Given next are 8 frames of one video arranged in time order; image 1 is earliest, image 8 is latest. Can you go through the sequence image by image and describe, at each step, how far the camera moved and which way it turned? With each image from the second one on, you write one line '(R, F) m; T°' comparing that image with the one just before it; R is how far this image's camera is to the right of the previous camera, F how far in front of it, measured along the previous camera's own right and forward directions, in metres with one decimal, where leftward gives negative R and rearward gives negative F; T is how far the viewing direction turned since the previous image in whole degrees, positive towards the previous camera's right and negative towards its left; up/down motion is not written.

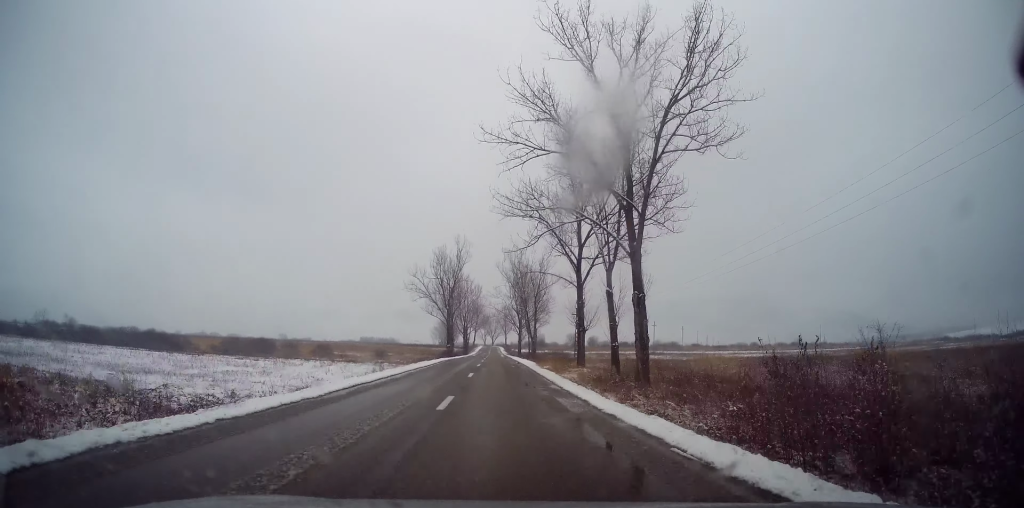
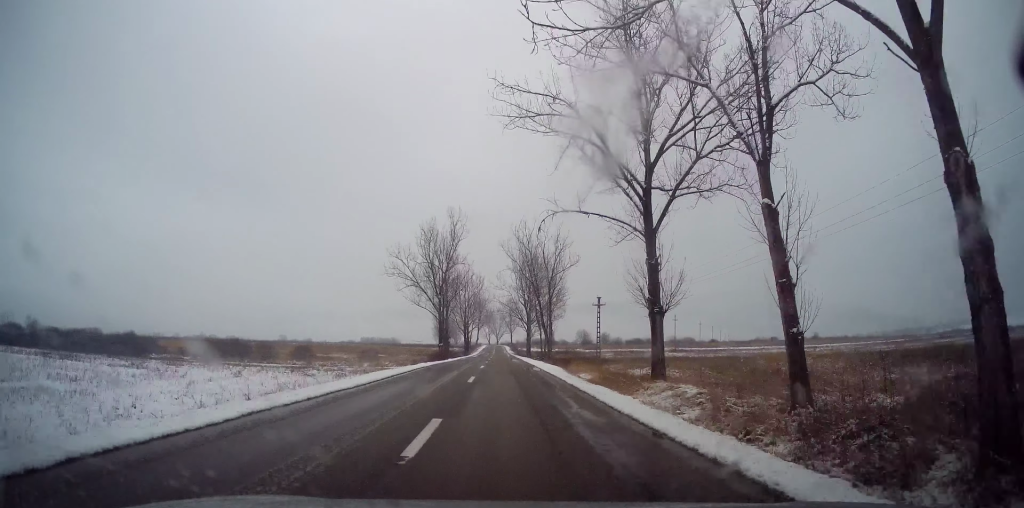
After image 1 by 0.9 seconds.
(0.0, +16.2) m; 0°
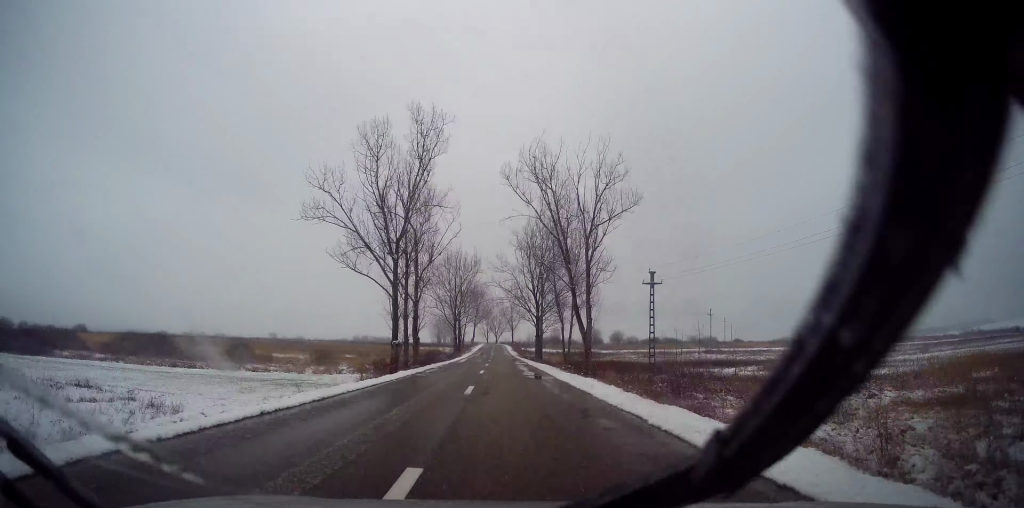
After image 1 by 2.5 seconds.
(0.0, +26.6) m; 0°
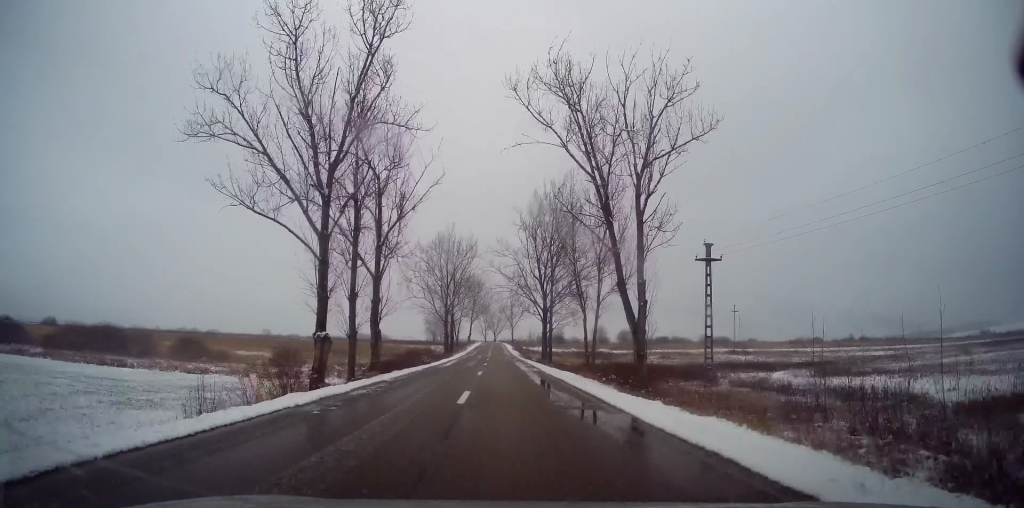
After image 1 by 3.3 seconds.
(0.0, +14.0) m; 0°
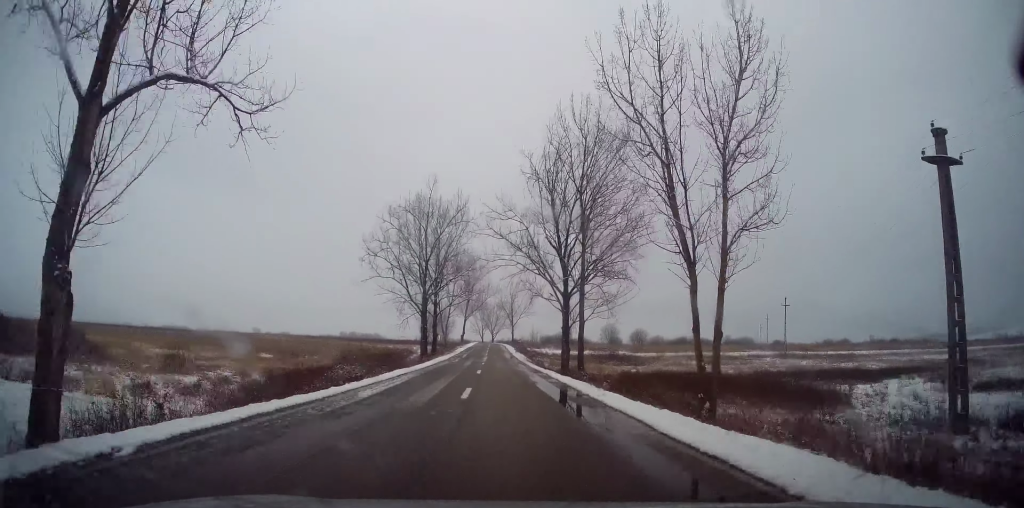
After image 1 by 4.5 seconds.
(0.0, +22.2) m; 0°
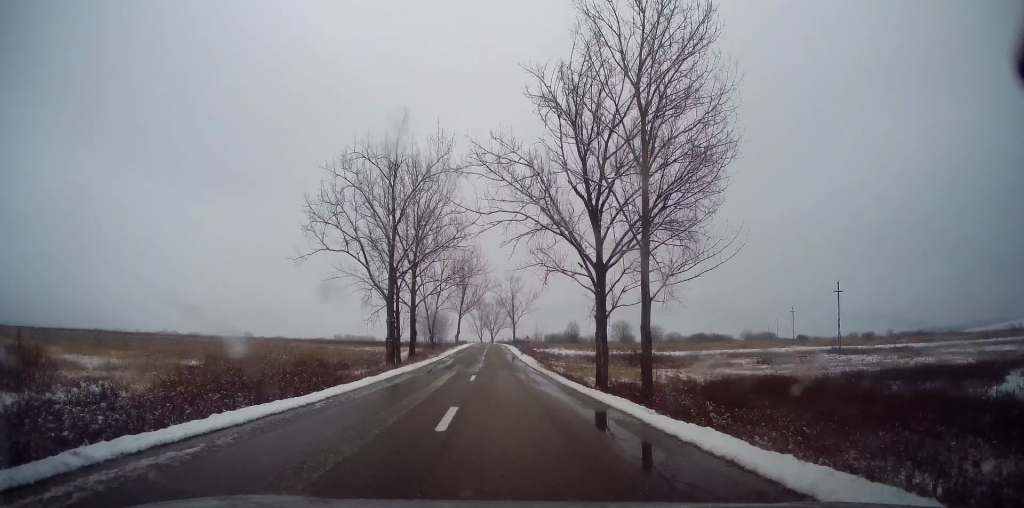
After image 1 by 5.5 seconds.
(0.0, +16.4) m; +1°
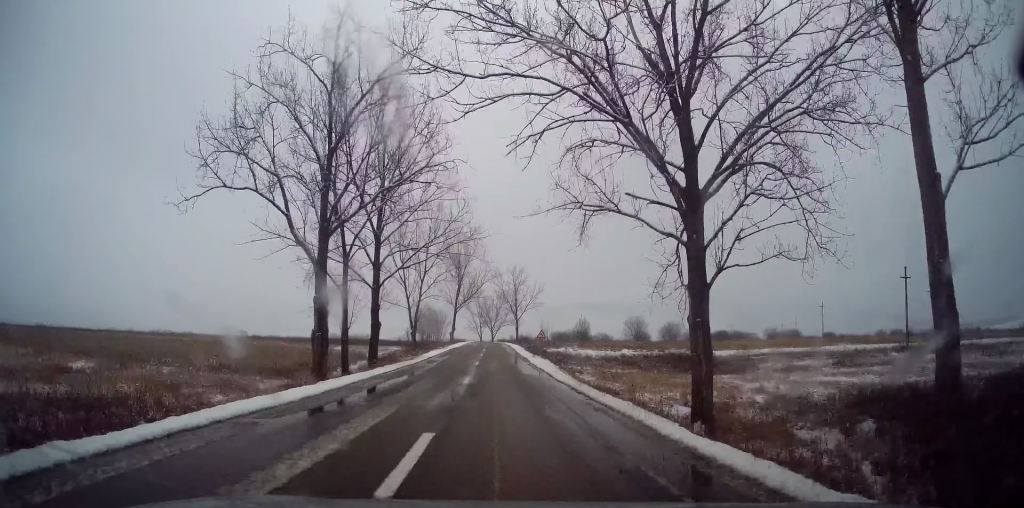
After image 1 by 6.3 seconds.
(+0.2, +15.2) m; 0°
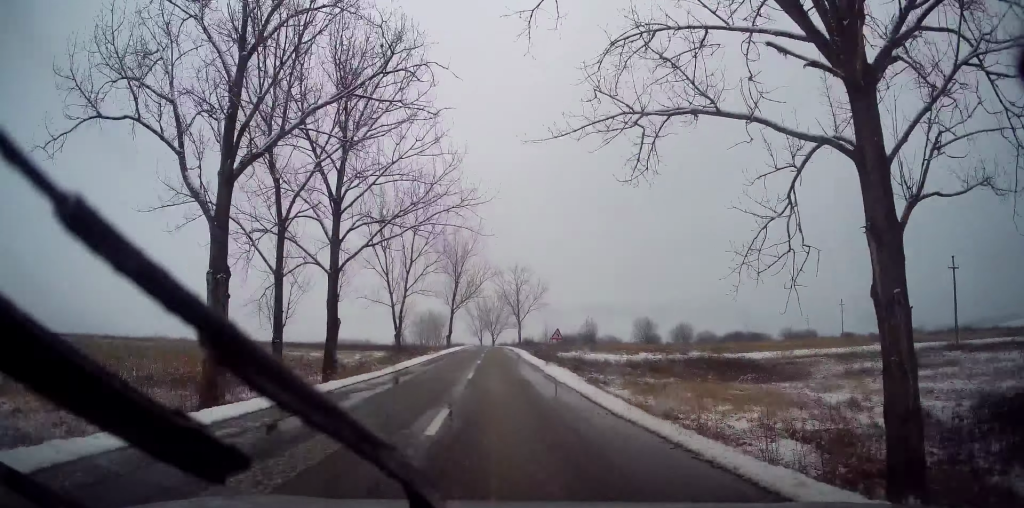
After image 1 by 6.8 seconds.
(+0.1, +8.8) m; 0°
